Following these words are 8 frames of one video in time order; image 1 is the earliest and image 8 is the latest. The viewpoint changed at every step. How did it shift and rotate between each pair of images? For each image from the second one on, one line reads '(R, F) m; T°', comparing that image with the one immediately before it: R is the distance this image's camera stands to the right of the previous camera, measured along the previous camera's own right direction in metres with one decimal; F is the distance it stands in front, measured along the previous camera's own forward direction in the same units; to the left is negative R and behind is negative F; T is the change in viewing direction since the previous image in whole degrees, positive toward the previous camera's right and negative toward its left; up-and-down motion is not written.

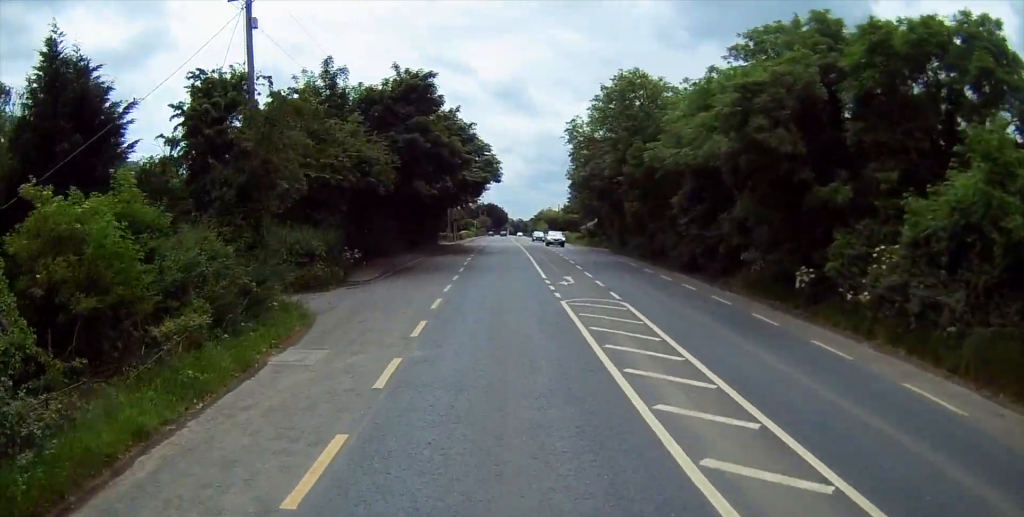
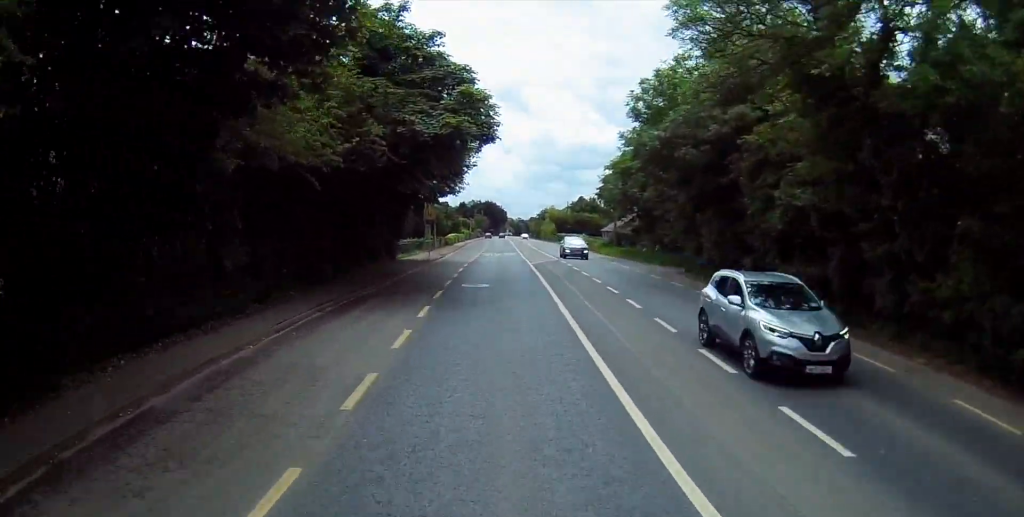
(-0.3, +25.5) m; -1°
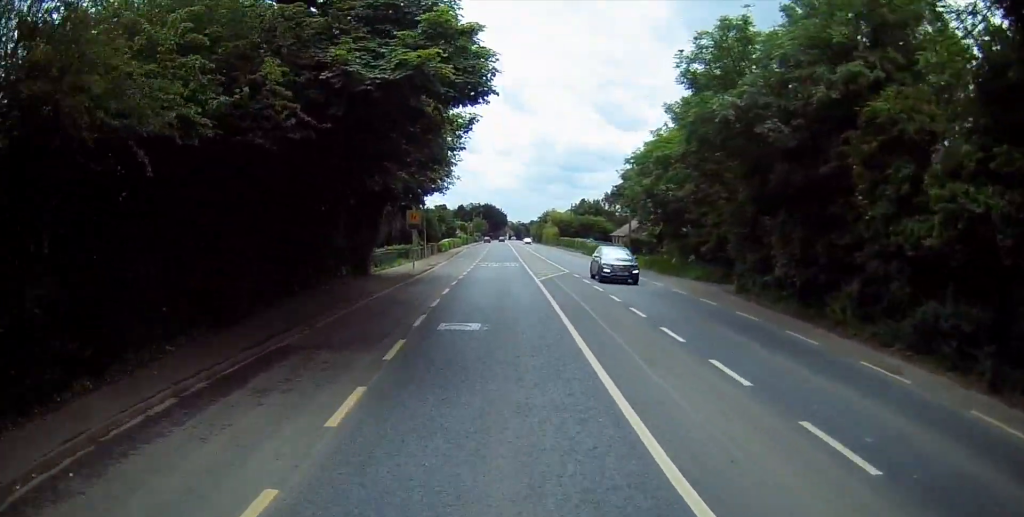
(-0.2, +8.6) m; 0°
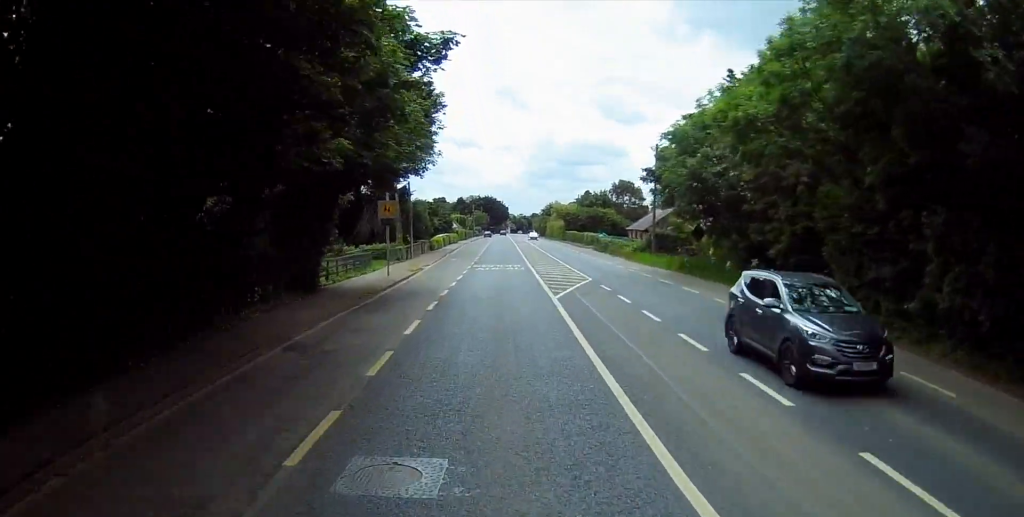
(+0.2, +9.6) m; +1°
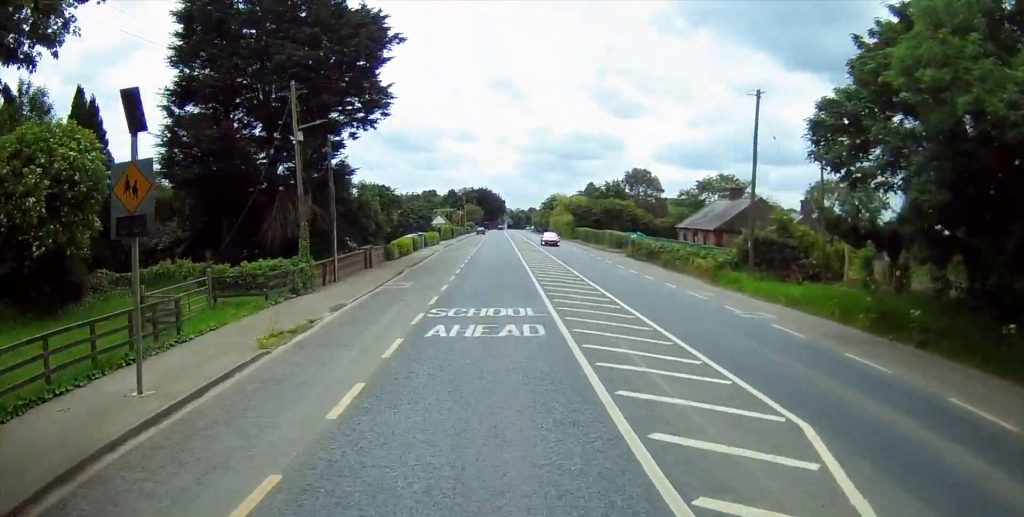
(+0.2, +22.4) m; -1°
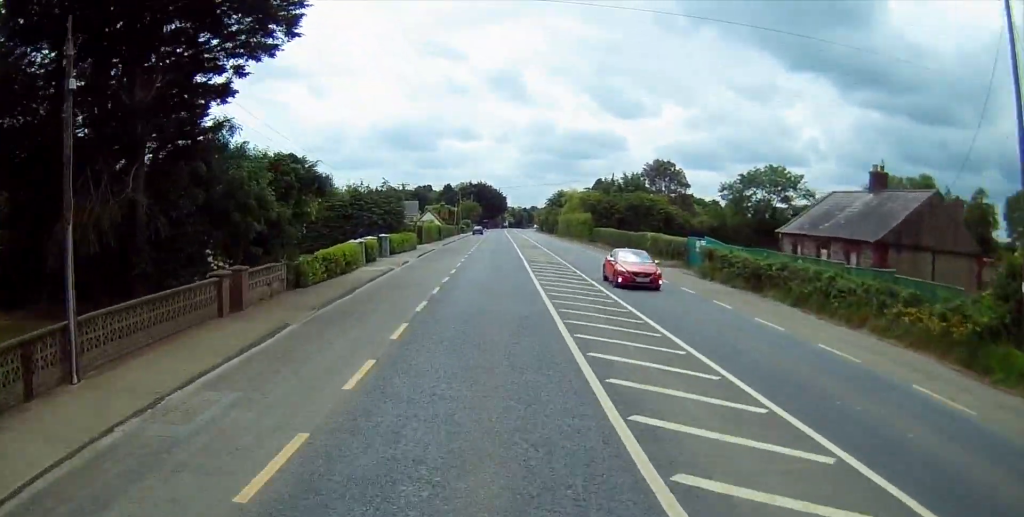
(-0.3, +19.0) m; 0°
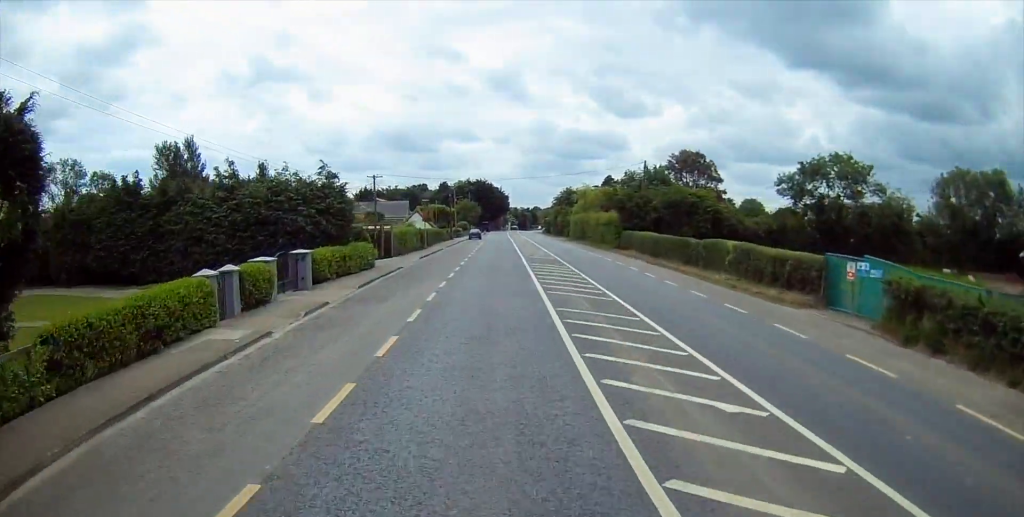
(+0.2, +17.2) m; 0°
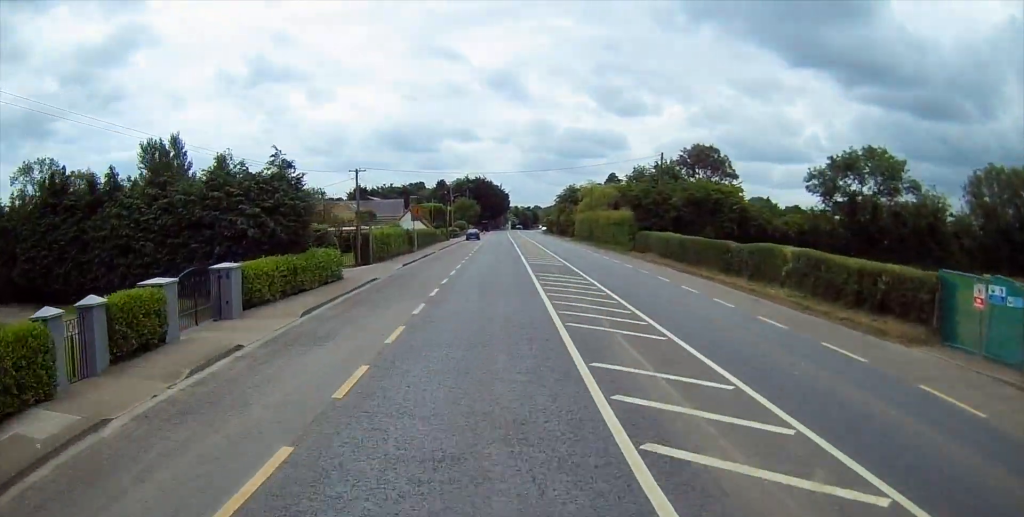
(-0.1, +6.8) m; 0°
